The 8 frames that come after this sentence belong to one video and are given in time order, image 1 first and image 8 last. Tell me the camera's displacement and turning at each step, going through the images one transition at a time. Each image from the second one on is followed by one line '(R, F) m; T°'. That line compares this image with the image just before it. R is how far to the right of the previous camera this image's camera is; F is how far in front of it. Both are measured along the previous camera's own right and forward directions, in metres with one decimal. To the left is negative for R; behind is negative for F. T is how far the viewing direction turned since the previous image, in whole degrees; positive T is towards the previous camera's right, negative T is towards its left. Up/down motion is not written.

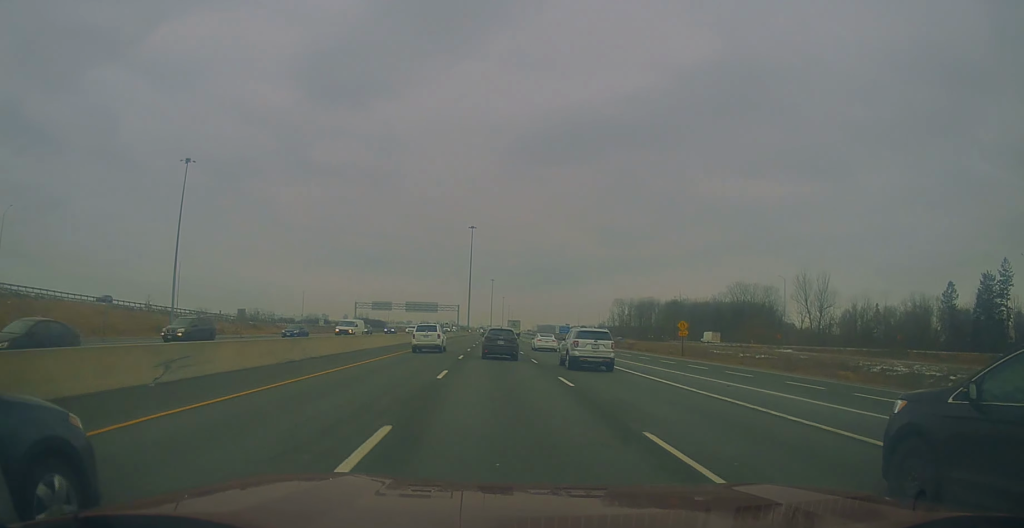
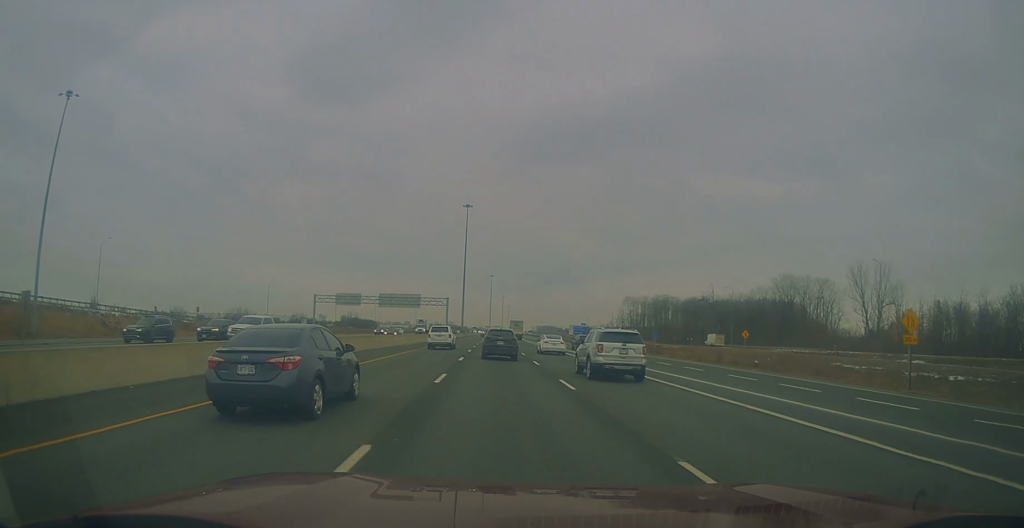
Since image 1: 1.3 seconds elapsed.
(-0.2, +36.7) m; 0°
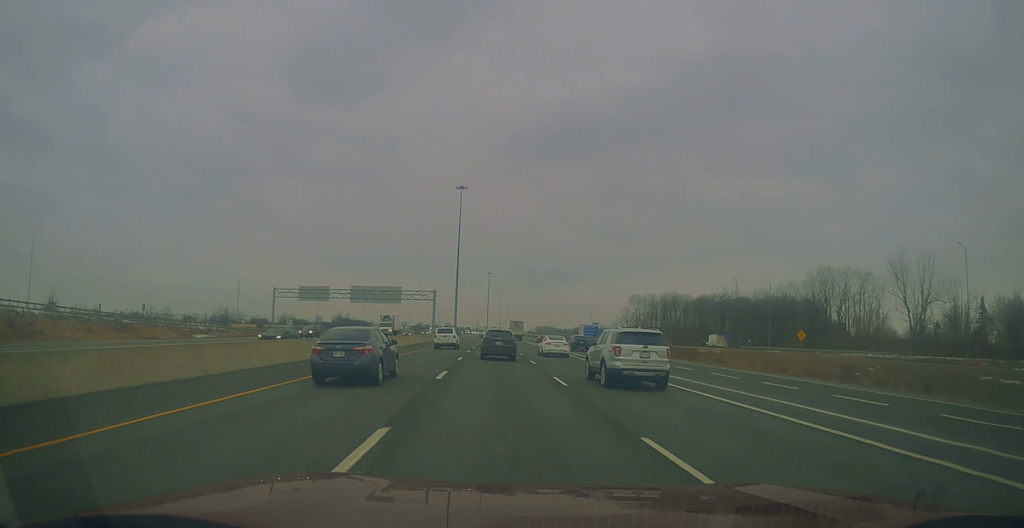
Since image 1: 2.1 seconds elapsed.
(+0.1, +22.7) m; +1°
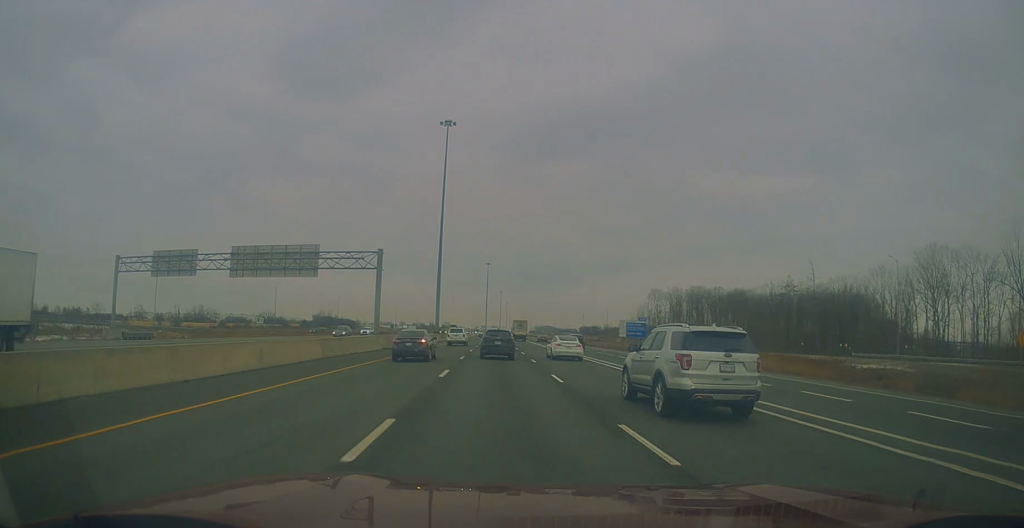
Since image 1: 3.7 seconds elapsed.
(+0.5, +46.4) m; 0°
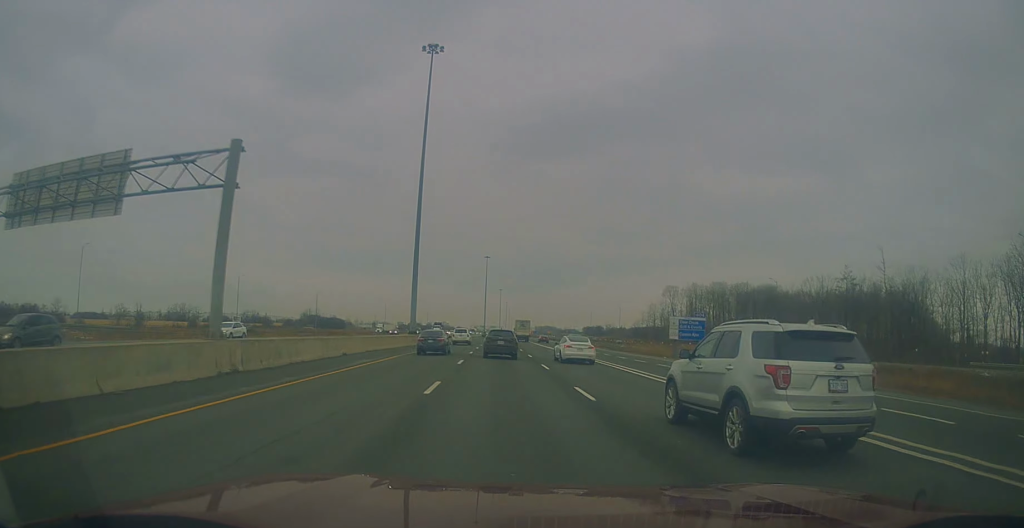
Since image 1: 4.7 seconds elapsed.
(-0.3, +28.6) m; 0°
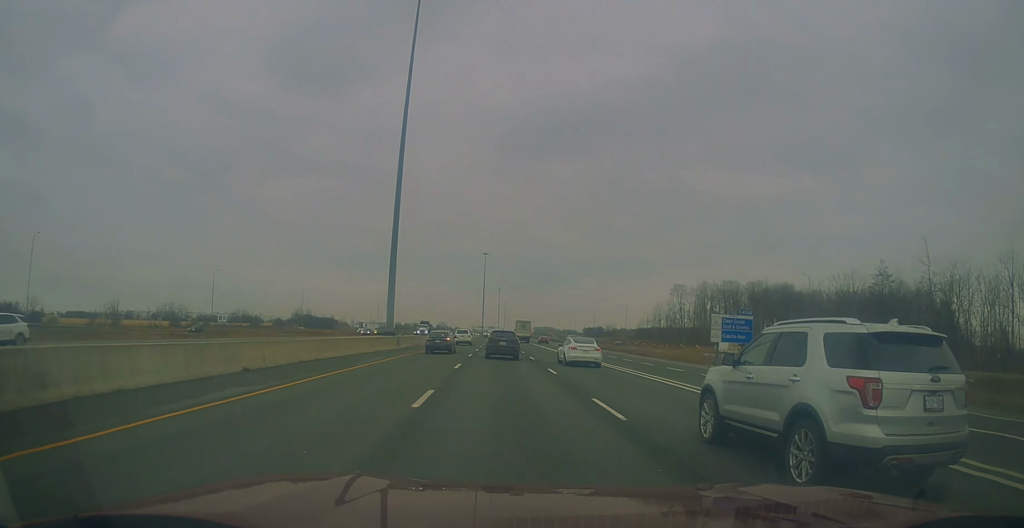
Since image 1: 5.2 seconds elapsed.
(+0.4, +14.4) m; 0°
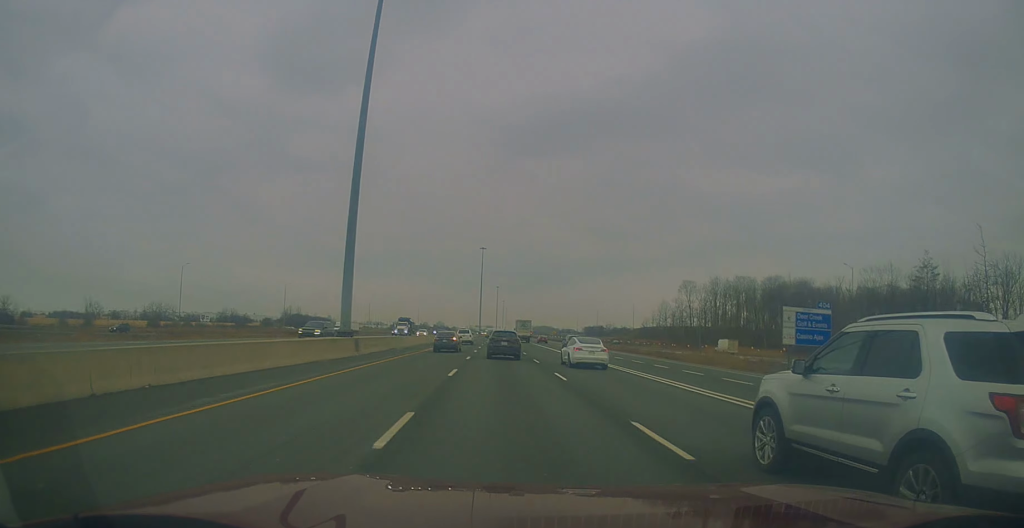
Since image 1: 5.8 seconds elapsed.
(0.0, +15.4) m; 0°
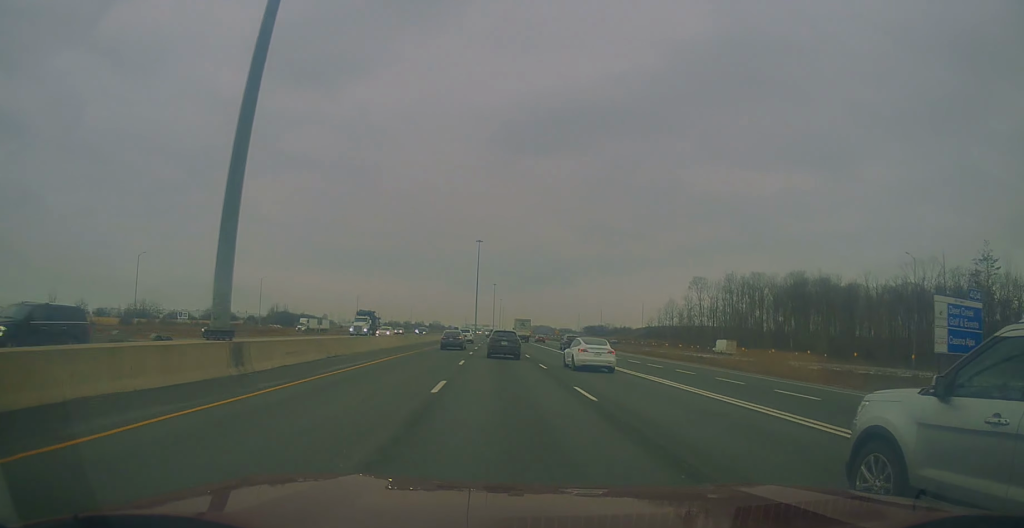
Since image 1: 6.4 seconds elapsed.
(-0.3, +17.4) m; 0°
